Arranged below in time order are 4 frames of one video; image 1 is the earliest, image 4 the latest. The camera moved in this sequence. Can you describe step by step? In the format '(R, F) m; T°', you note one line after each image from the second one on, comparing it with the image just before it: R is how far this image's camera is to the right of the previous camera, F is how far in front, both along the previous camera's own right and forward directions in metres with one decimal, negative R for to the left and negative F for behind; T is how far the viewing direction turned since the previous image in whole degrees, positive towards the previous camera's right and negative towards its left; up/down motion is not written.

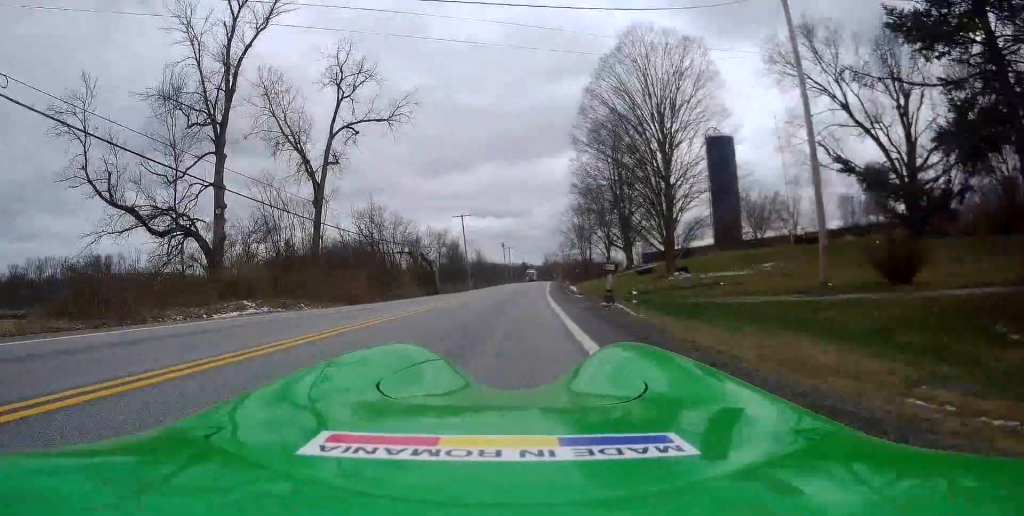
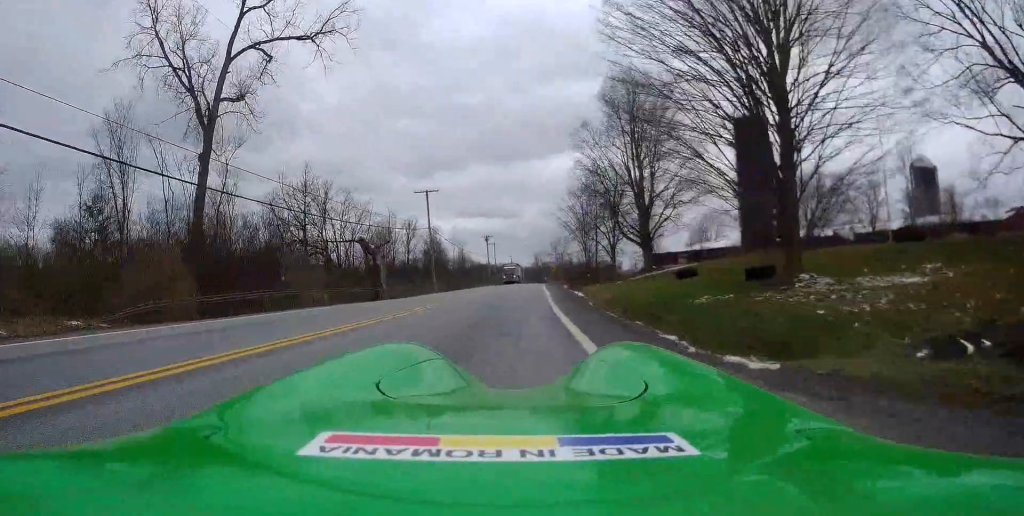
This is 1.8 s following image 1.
(+0.1, +20.2) m; +2°
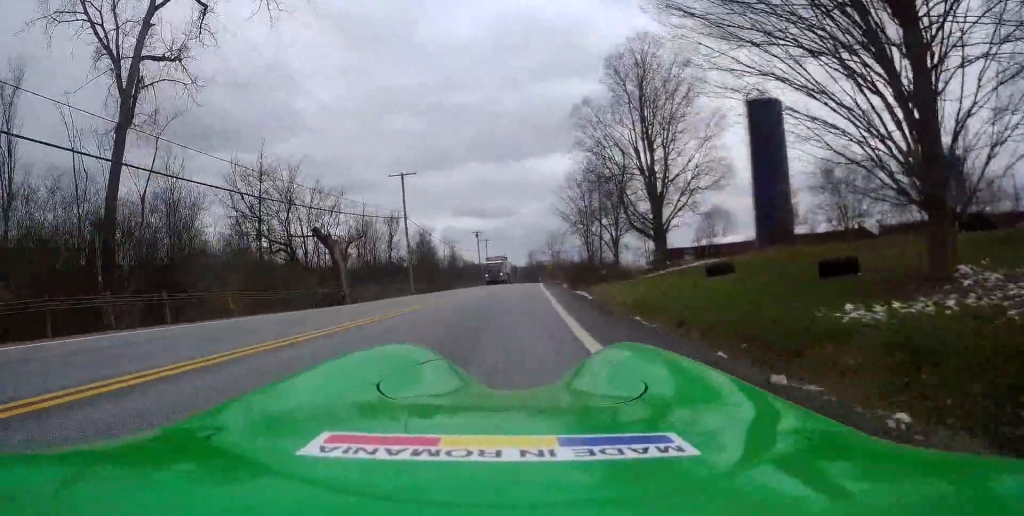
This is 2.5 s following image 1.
(+0.2, +9.1) m; +3°
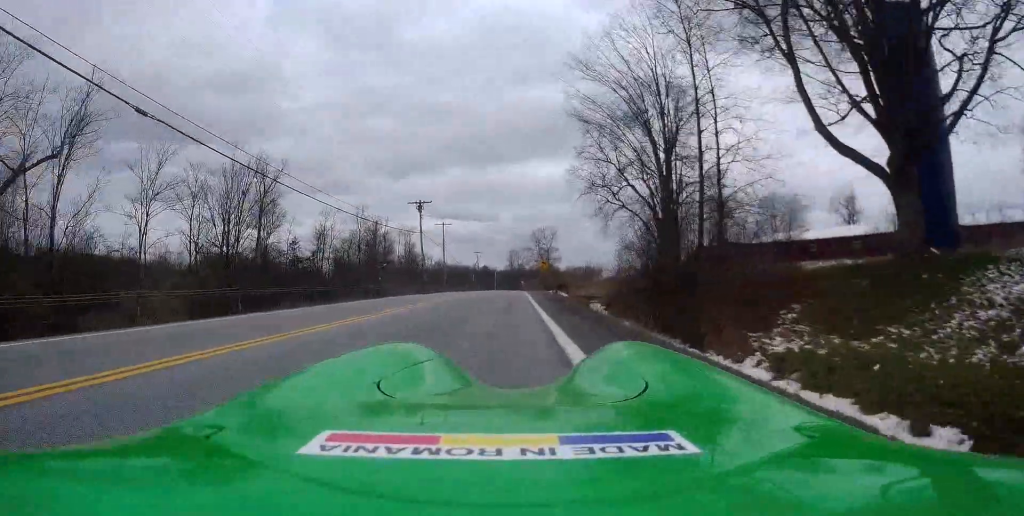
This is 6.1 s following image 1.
(-1.4, +43.1) m; -5°
